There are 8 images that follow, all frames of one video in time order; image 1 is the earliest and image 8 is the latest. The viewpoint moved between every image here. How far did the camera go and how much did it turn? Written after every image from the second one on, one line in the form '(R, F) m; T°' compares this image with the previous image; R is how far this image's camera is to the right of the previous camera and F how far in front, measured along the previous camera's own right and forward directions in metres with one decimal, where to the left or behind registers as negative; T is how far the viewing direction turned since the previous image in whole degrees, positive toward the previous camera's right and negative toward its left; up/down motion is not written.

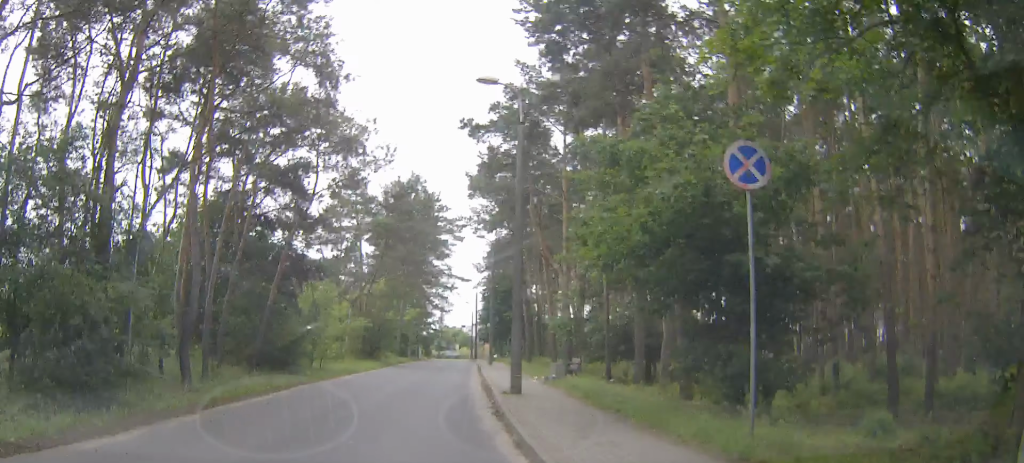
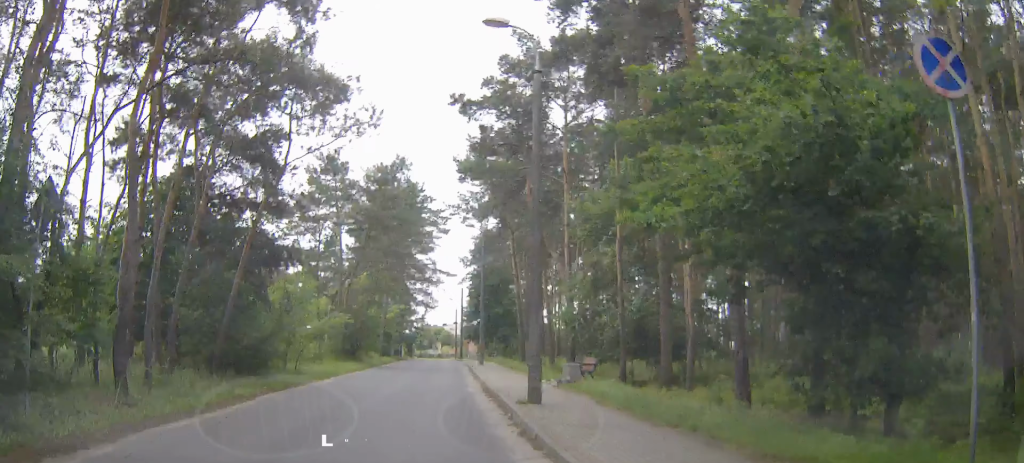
(0.0, +3.6) m; +2°
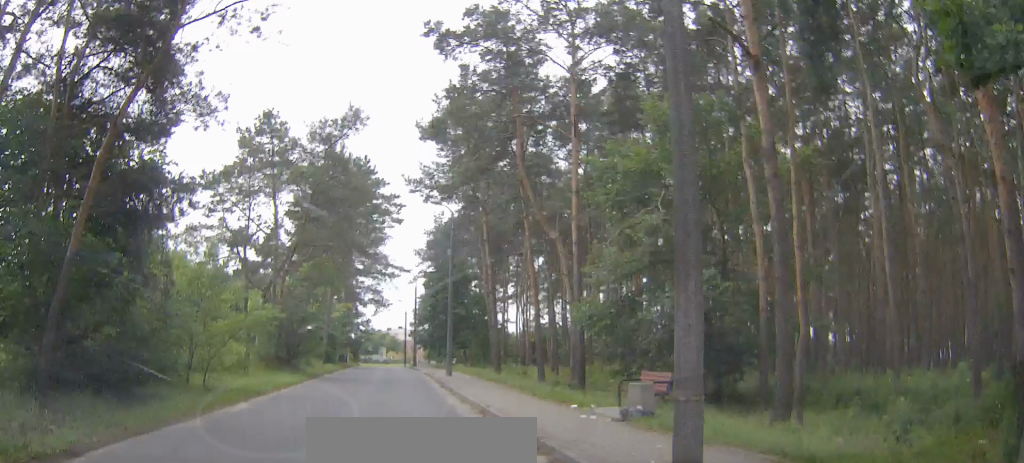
(+0.4, +8.2) m; +5°
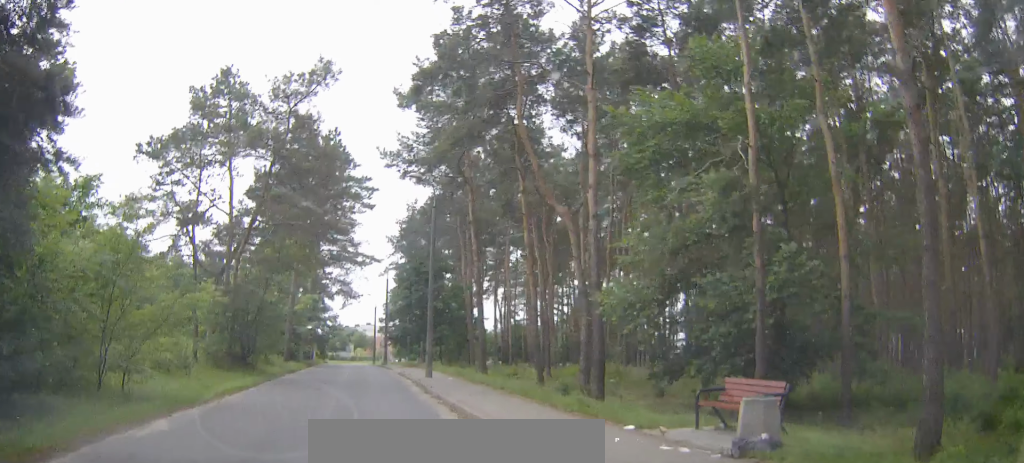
(+0.1, +4.2) m; +2°
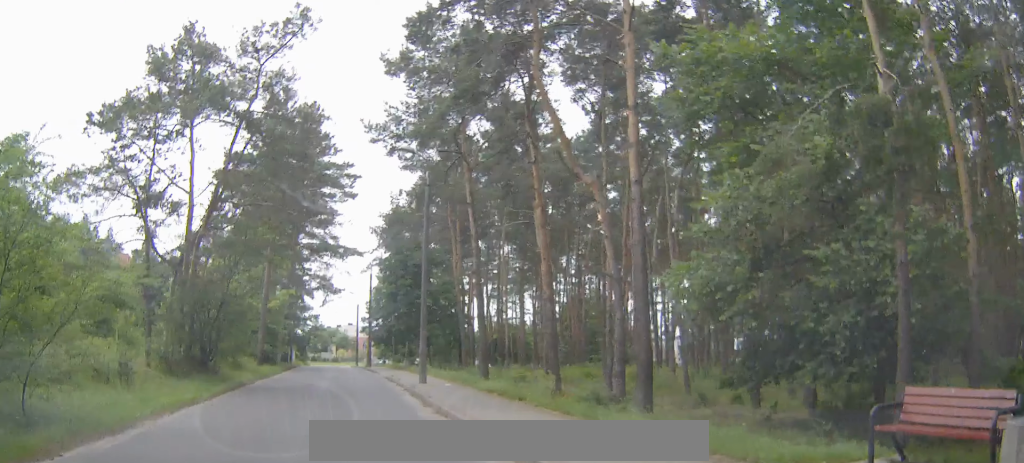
(0.0, +3.7) m; +2°
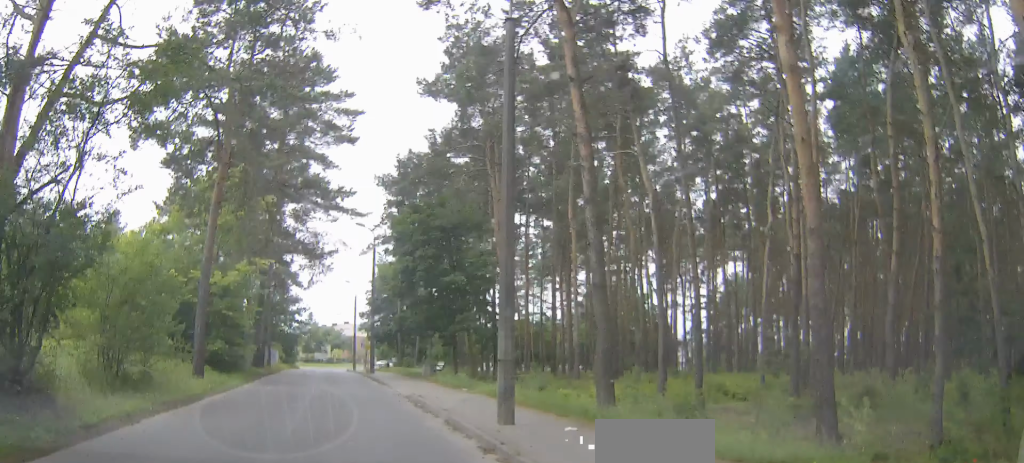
(0.0, +12.4) m; 0°
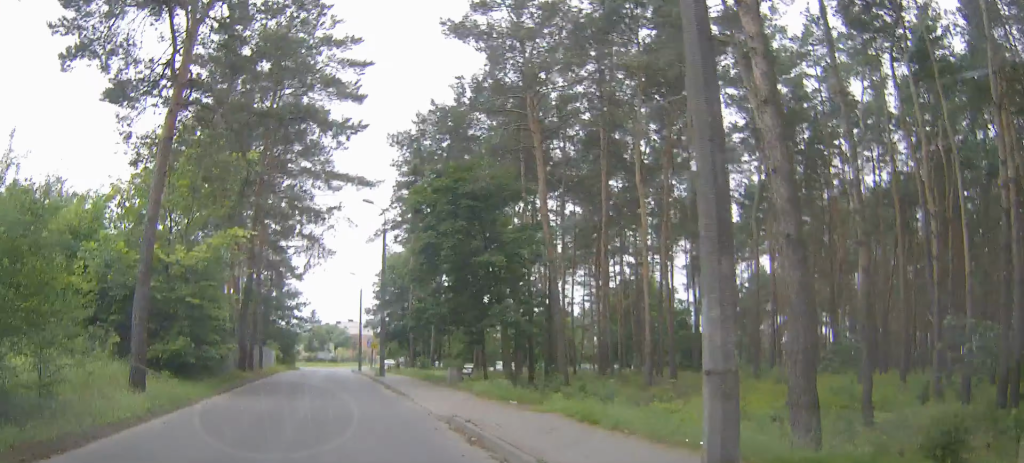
(+0.2, +6.7) m; 0°
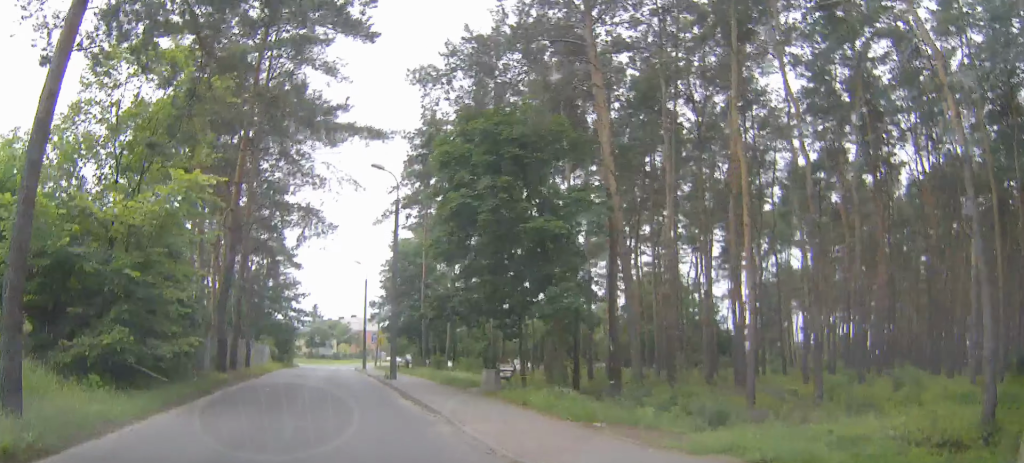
(-0.1, +6.5) m; -2°
